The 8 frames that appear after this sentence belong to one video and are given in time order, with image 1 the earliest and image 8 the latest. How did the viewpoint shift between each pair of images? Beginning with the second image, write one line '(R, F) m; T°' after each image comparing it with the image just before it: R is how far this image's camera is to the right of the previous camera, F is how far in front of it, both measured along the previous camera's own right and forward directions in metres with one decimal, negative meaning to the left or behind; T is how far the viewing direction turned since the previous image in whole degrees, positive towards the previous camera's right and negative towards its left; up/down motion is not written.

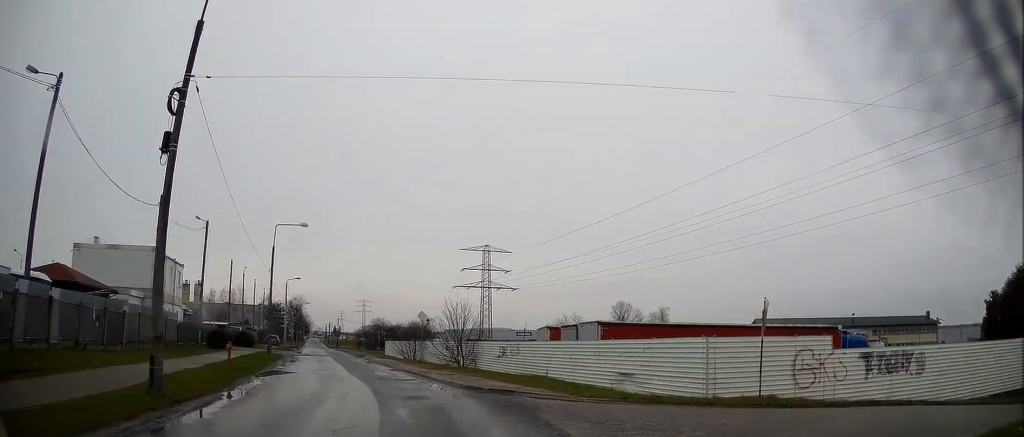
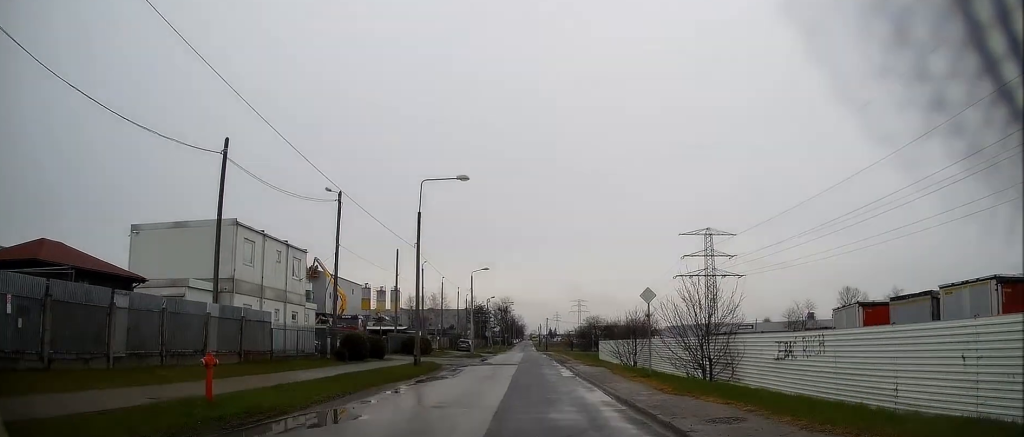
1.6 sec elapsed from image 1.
(-3.1, +13.9) m; -20°
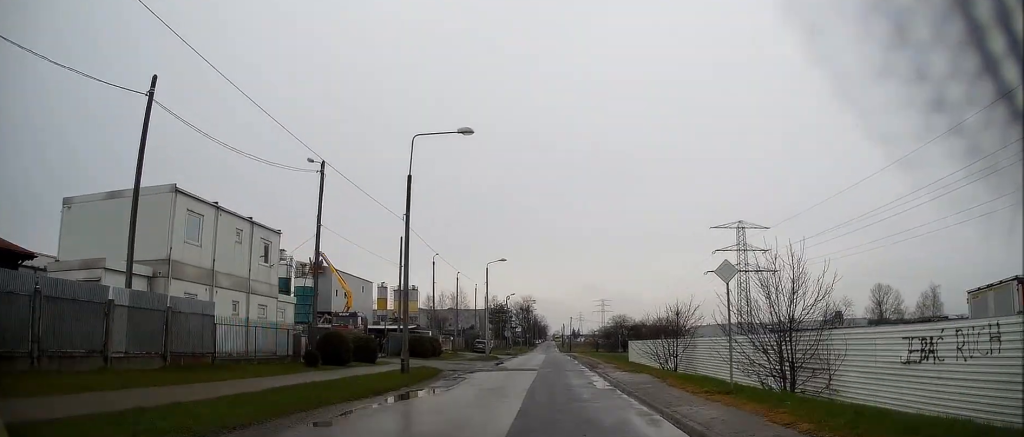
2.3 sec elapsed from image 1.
(-0.4, +6.8) m; -2°
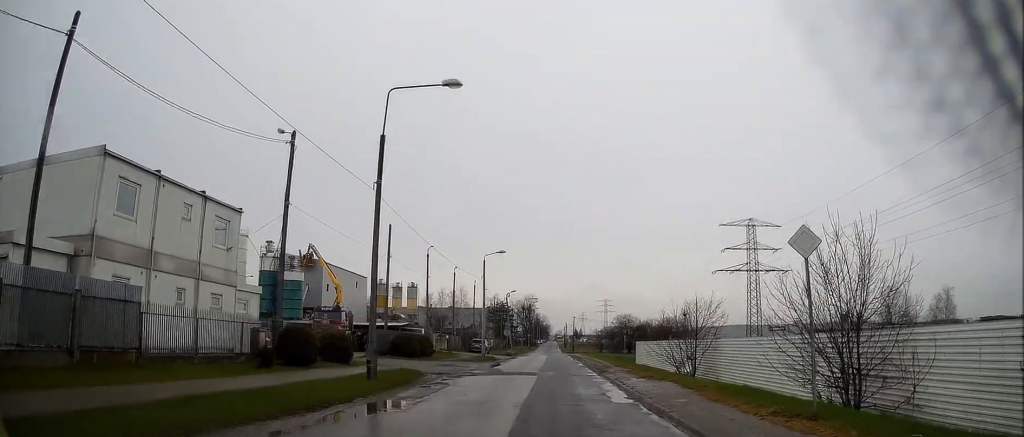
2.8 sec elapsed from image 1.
(-0.2, +4.3) m; 0°
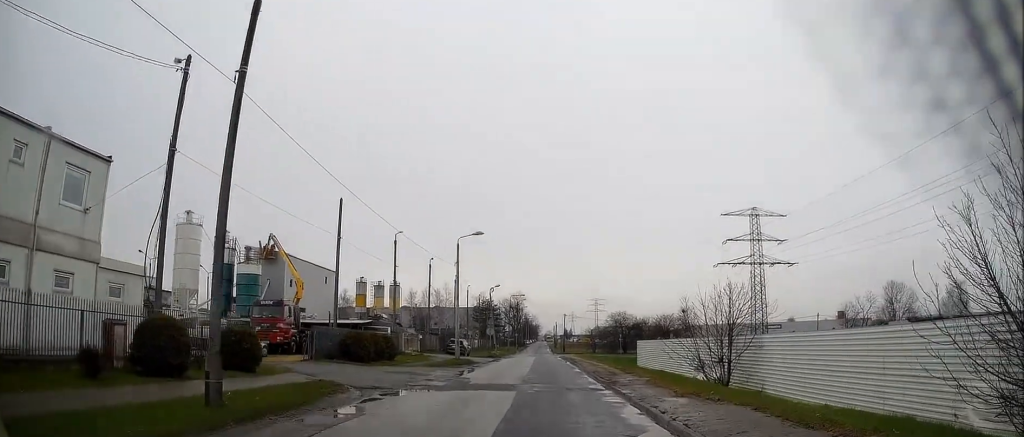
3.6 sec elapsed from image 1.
(+0.3, +7.8) m; +2°
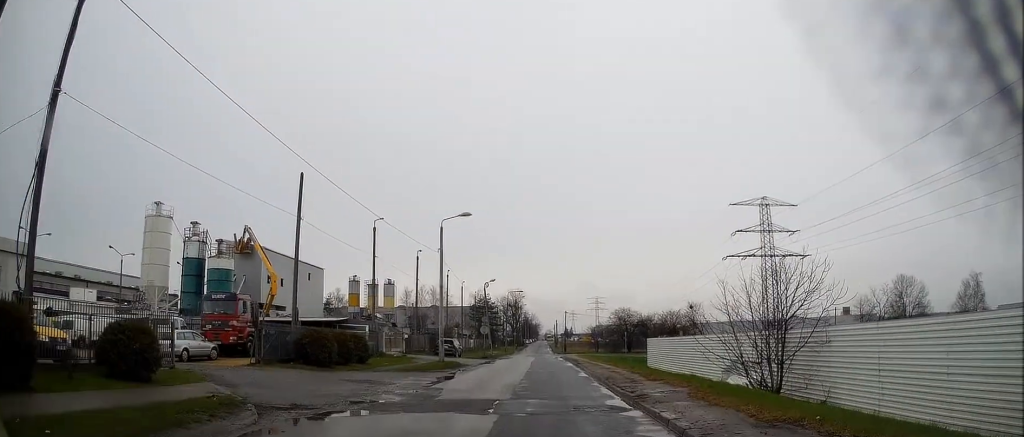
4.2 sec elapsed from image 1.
(+0.1, +5.6) m; 0°
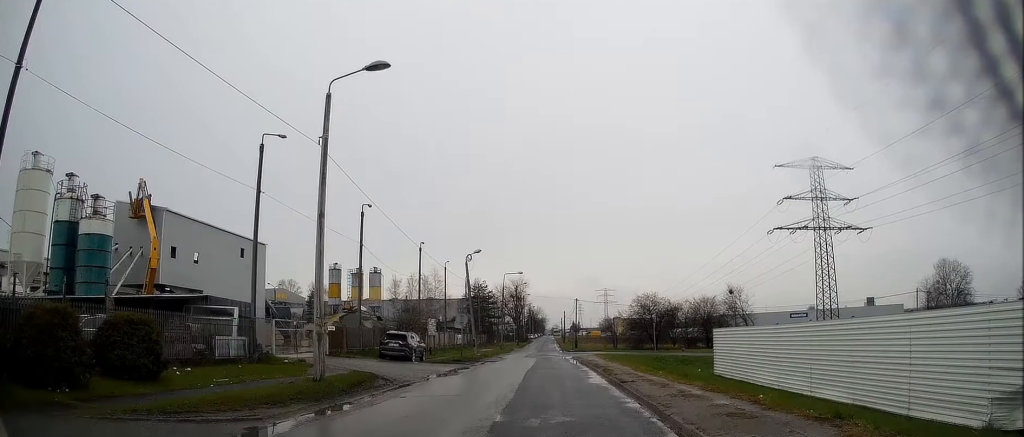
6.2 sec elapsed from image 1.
(-0.9, +18.6) m; -3°
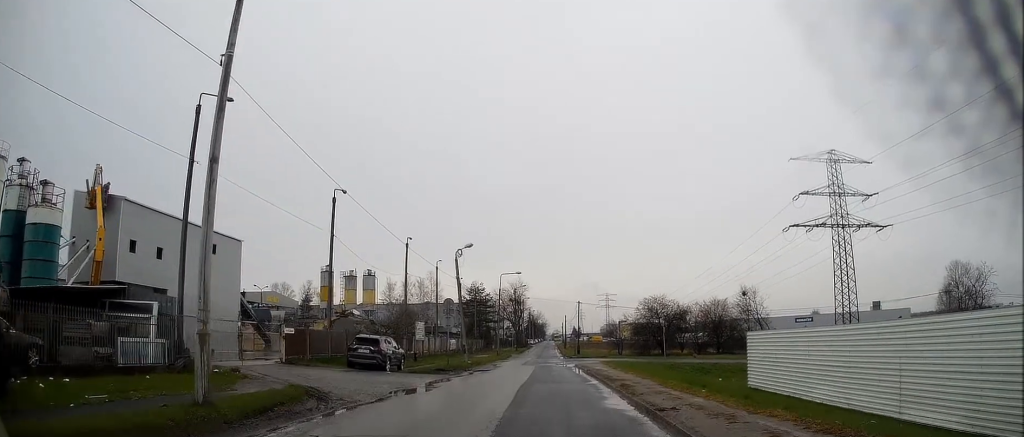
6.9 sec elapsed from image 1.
(-0.1, +5.6) m; +2°
